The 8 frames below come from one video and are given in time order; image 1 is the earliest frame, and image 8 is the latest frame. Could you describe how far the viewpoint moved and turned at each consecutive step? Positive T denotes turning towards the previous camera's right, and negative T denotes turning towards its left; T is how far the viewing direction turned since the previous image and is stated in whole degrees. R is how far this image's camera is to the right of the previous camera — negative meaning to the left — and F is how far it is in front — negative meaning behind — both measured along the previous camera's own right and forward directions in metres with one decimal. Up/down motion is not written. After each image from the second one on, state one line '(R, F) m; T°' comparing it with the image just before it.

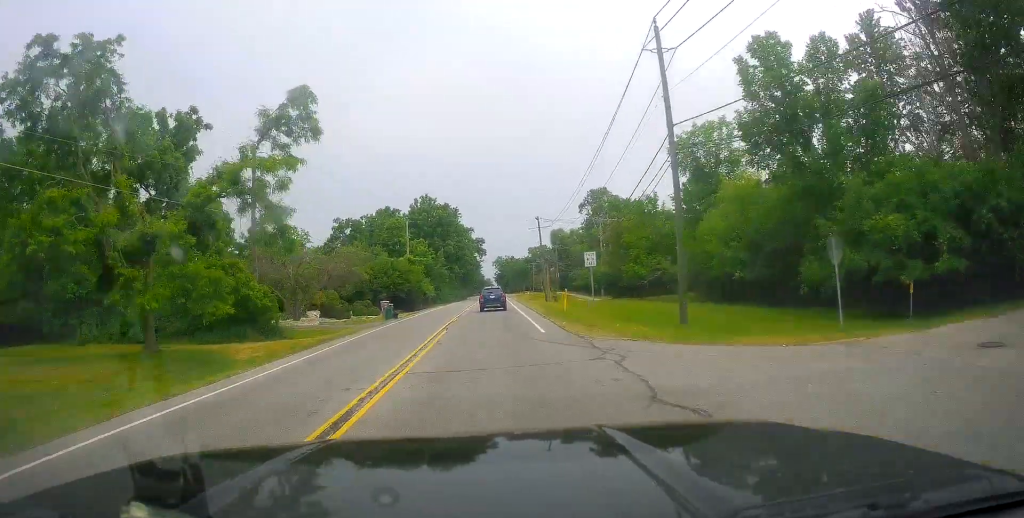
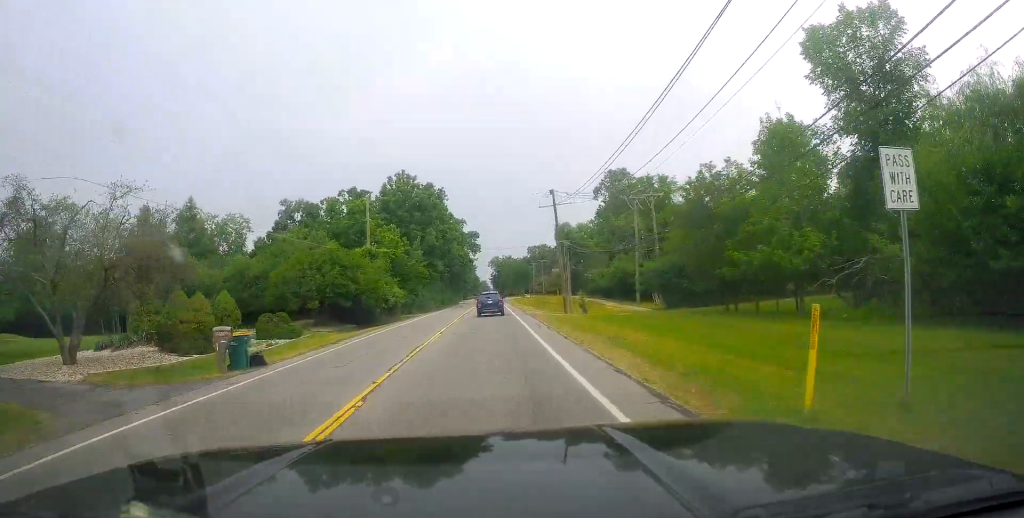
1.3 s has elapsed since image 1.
(-0.3, +23.5) m; 0°
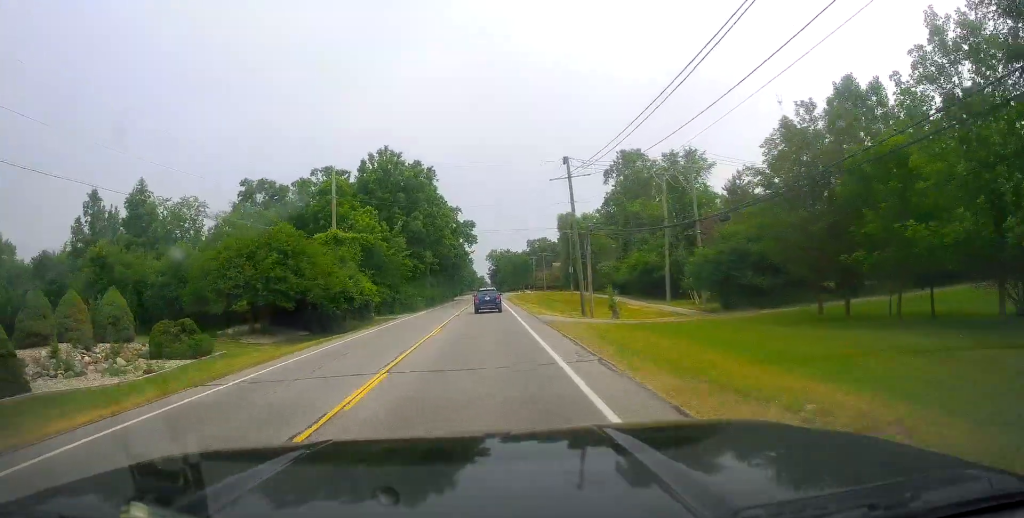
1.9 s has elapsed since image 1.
(+0.4, +11.8) m; 0°
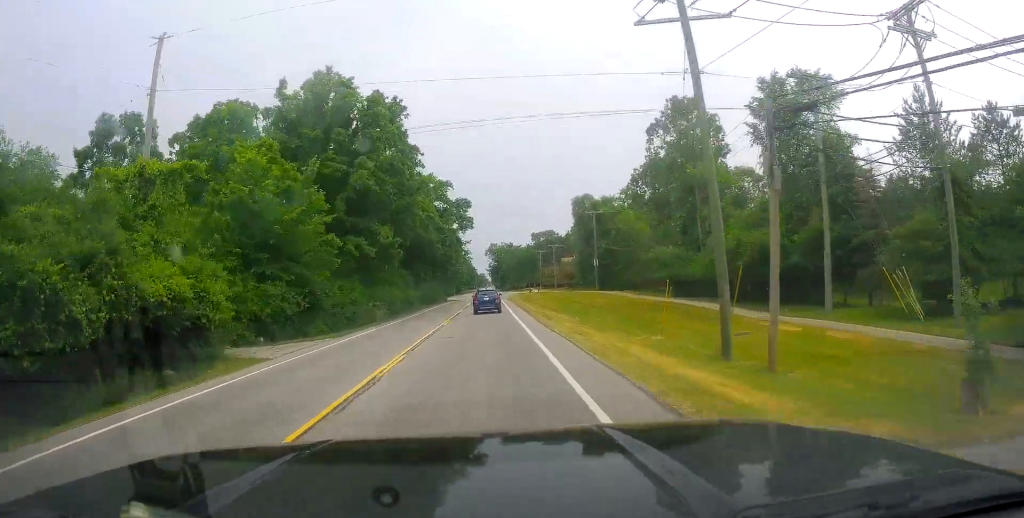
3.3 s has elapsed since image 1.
(-0.3, +26.7) m; +1°
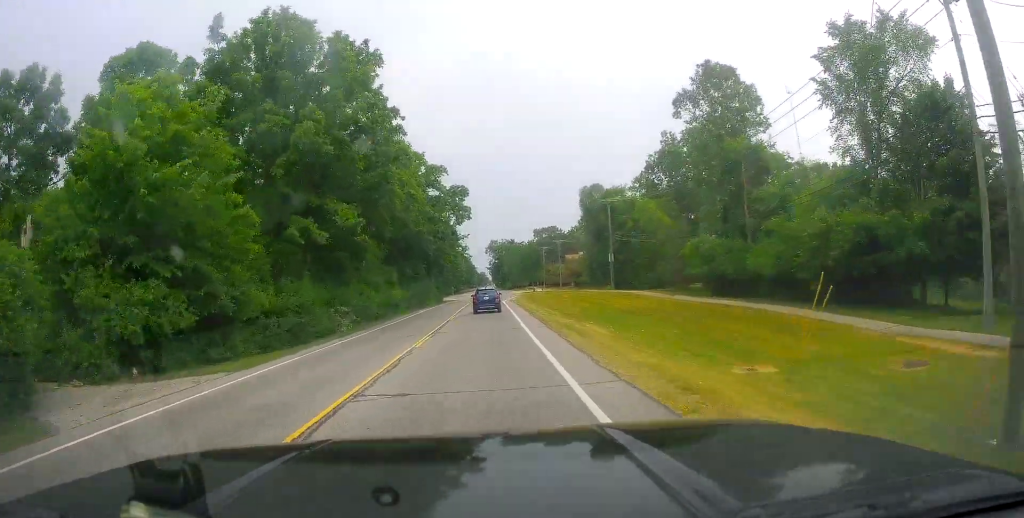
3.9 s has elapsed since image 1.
(+0.2, +10.9) m; +1°
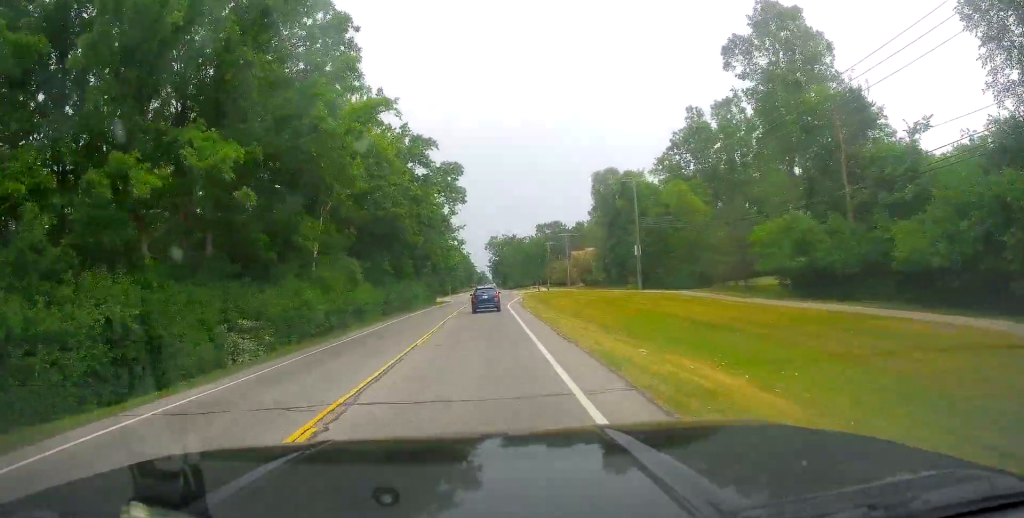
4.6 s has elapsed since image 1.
(0.0, +14.1) m; -1°
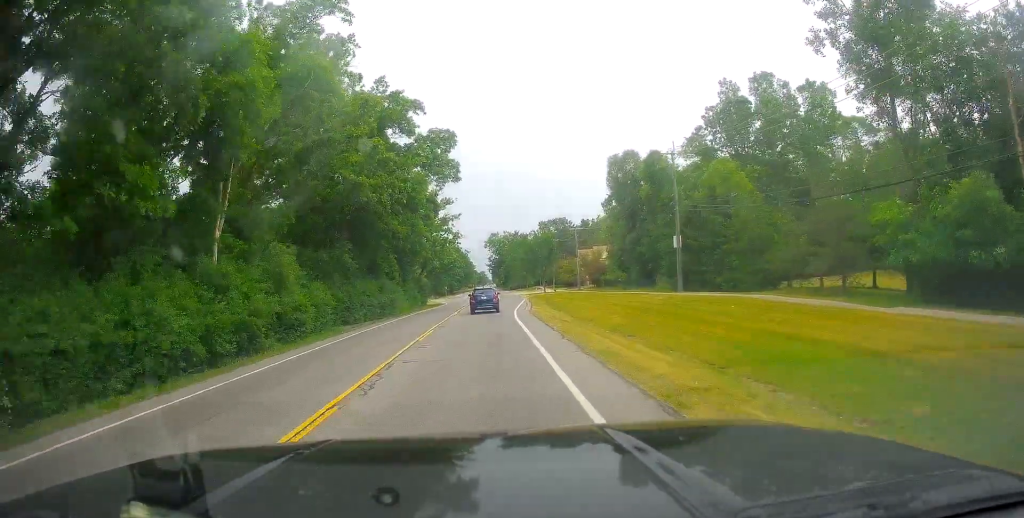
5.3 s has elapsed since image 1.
(-0.2, +13.6) m; 0°
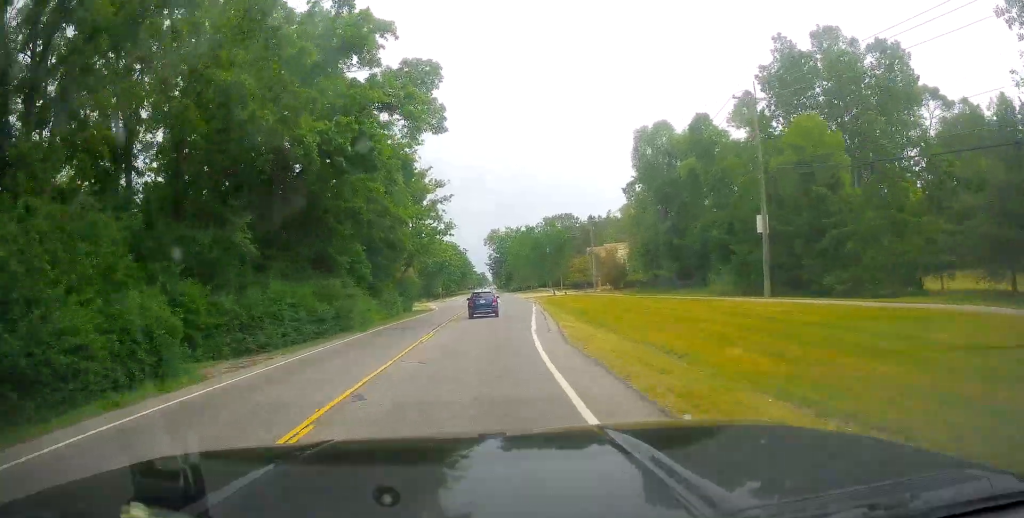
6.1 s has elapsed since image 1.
(-0.1, +16.2) m; 0°
